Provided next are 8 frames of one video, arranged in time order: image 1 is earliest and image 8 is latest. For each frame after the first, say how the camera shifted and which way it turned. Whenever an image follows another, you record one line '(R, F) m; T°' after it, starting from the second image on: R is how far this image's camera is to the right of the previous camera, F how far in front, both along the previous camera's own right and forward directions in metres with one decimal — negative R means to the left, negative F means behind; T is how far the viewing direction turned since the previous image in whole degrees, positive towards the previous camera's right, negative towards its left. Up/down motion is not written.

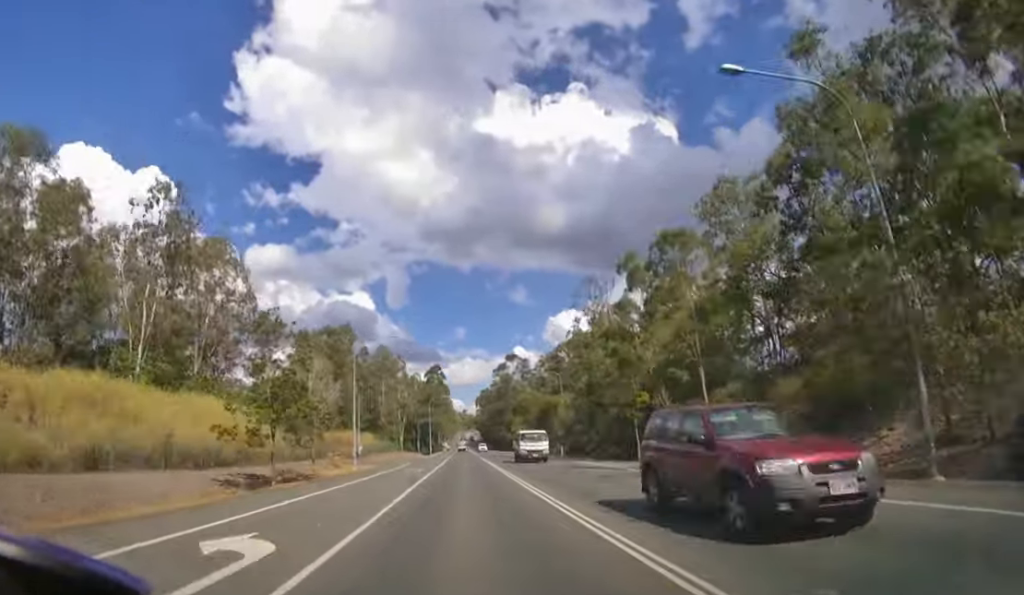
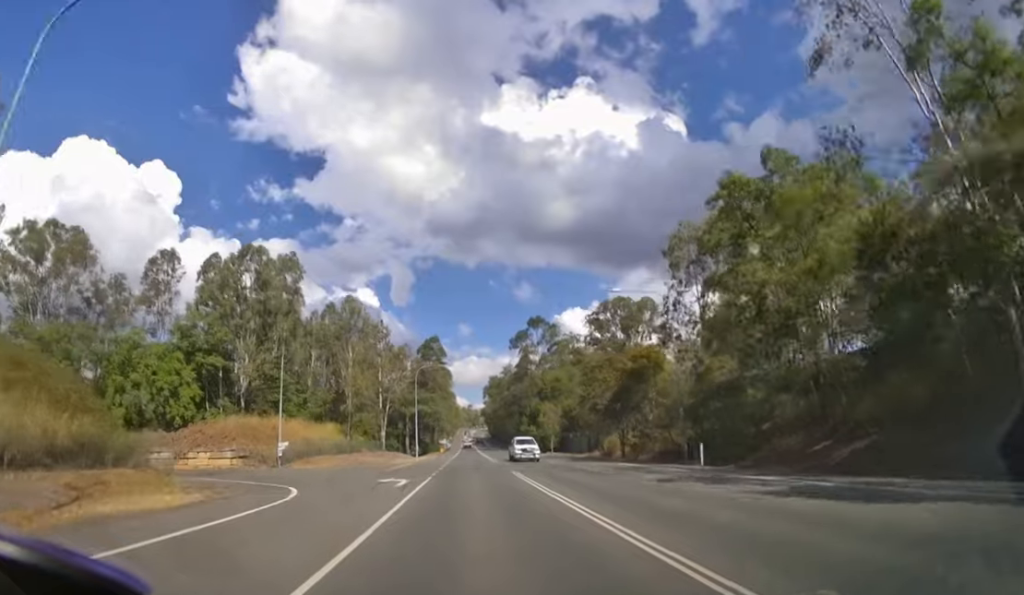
(-0.3, +33.4) m; -1°
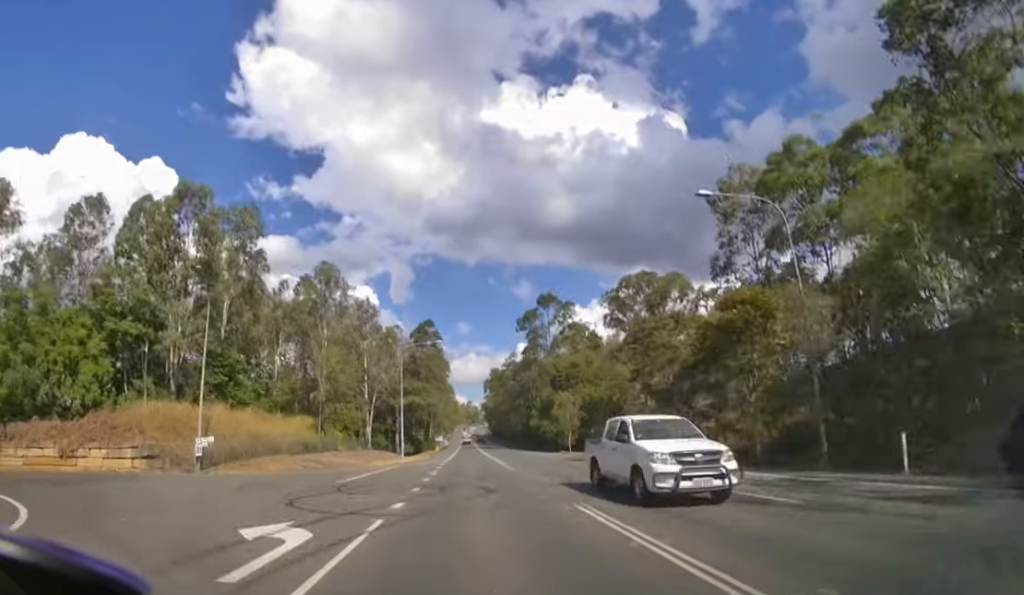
(0.0, +12.2) m; 0°
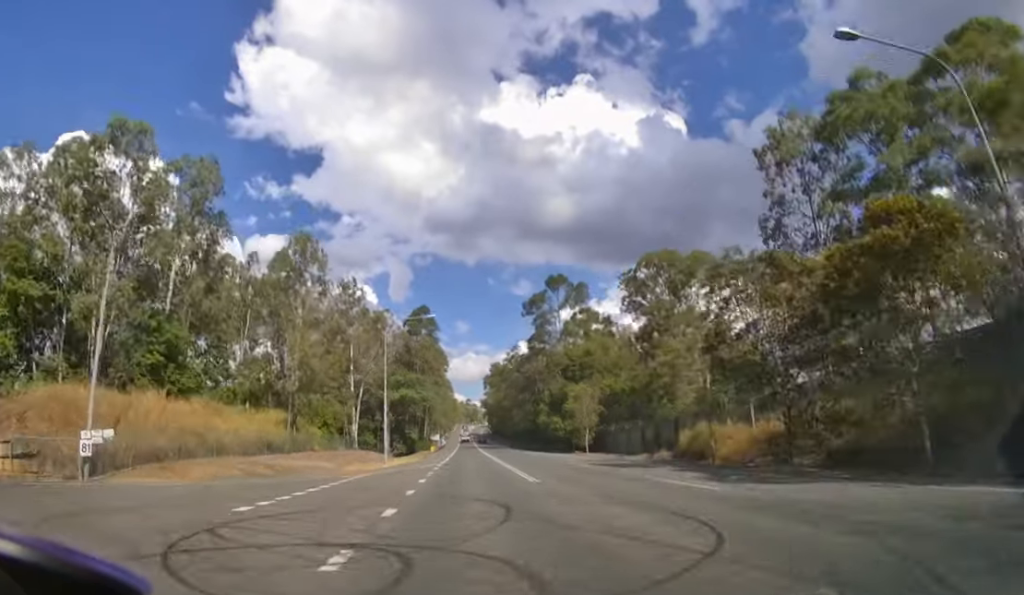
(0.0, +7.8) m; 0°
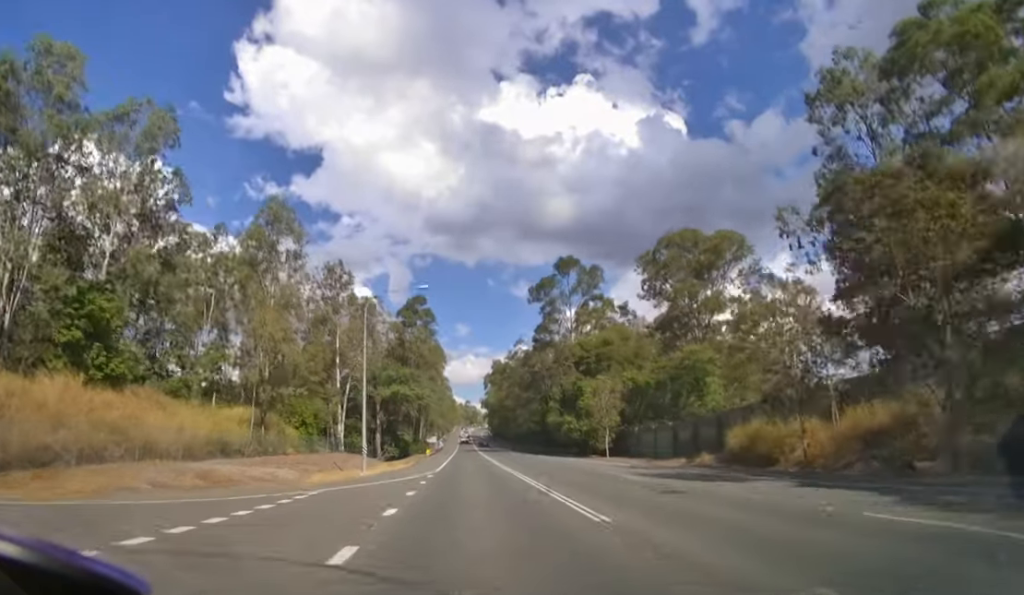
(0.0, +6.7) m; 0°
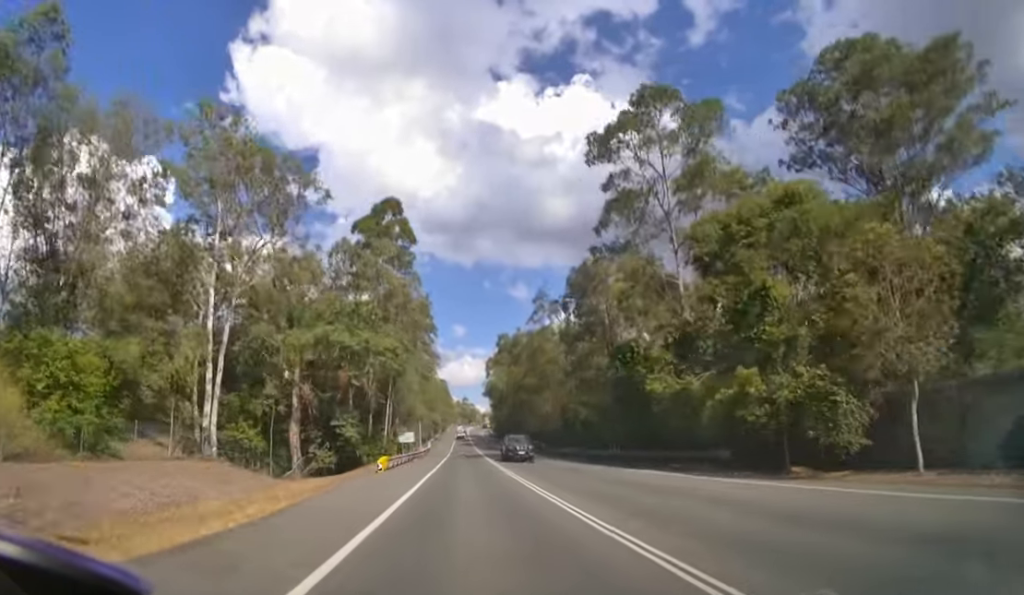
(0.0, +30.2) m; 0°
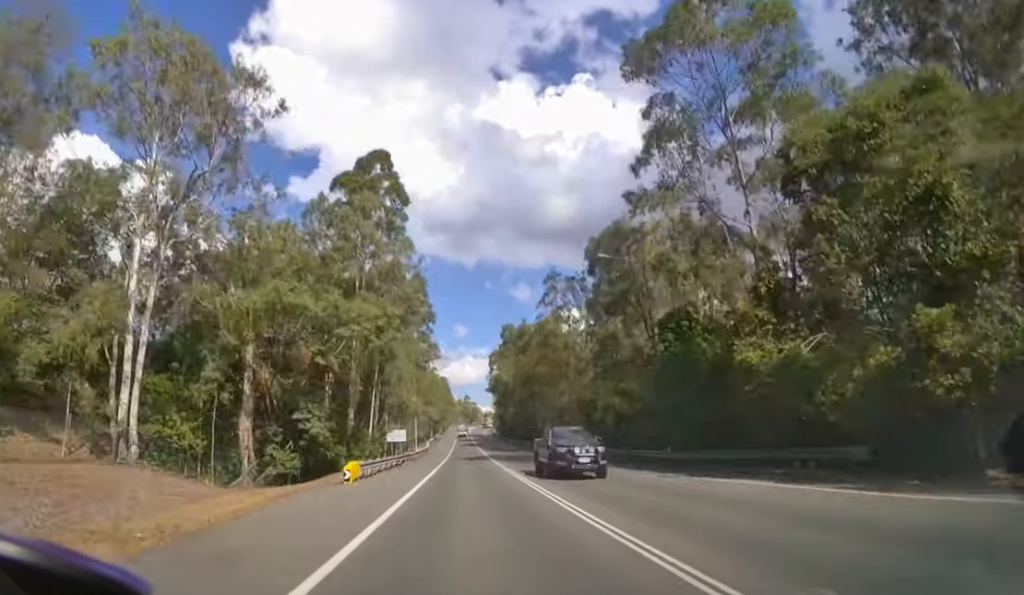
(0.0, +8.6) m; 0°
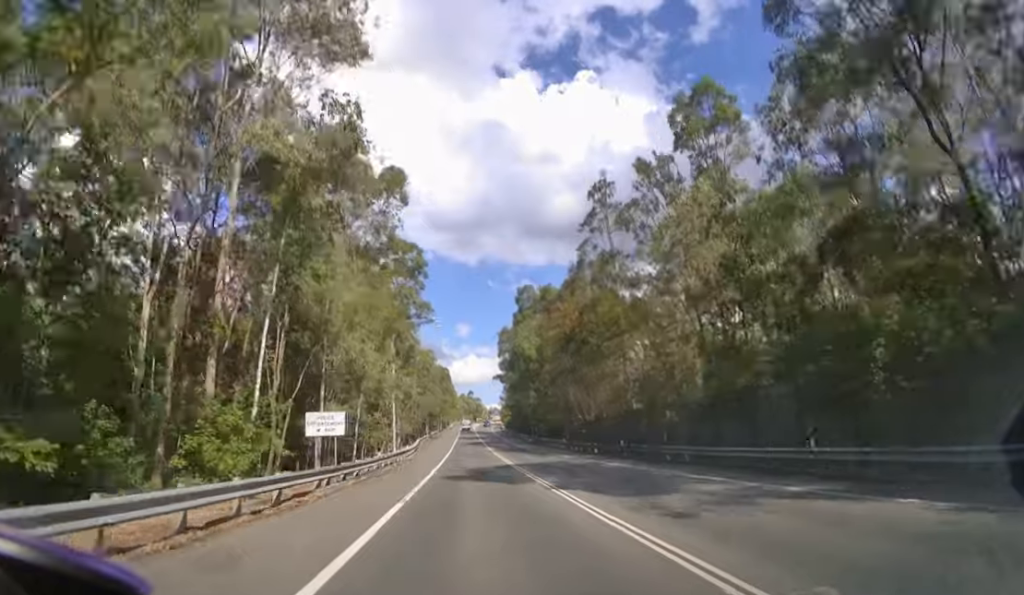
(0.0, +23.3) m; 0°
